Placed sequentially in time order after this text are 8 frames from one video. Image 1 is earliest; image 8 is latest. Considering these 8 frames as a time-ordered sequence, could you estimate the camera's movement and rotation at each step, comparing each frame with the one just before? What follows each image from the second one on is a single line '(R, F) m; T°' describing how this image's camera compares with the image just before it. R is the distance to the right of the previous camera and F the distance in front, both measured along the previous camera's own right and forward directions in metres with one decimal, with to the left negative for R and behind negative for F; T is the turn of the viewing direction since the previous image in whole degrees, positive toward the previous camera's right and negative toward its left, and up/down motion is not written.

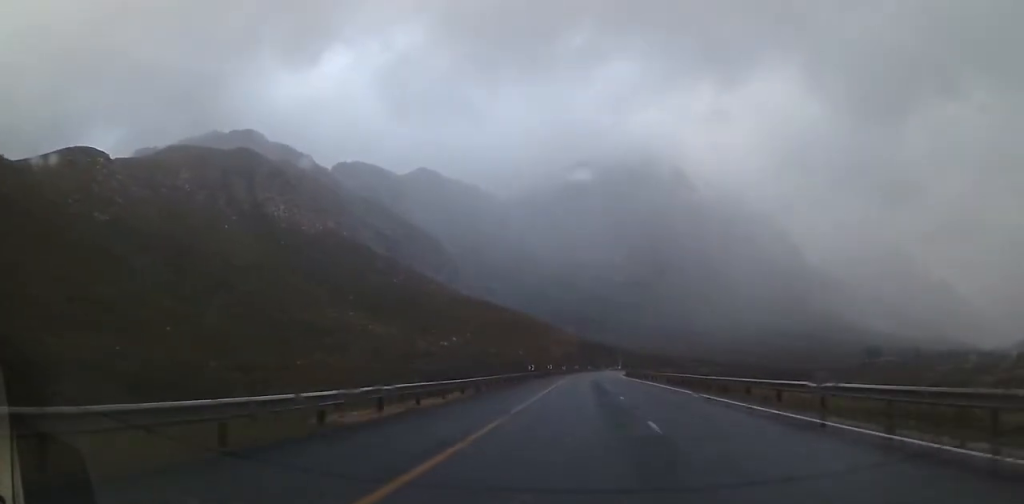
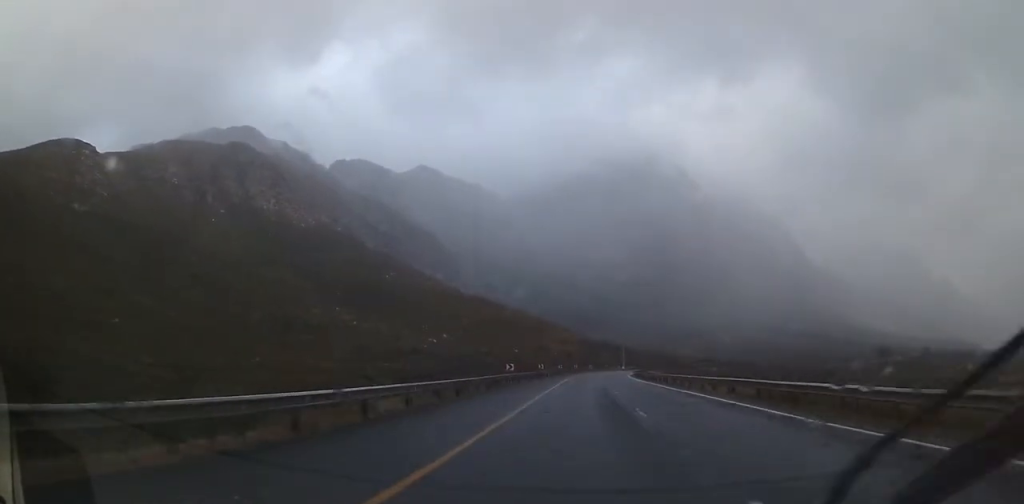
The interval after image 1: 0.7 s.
(+1.1, +19.8) m; +4°
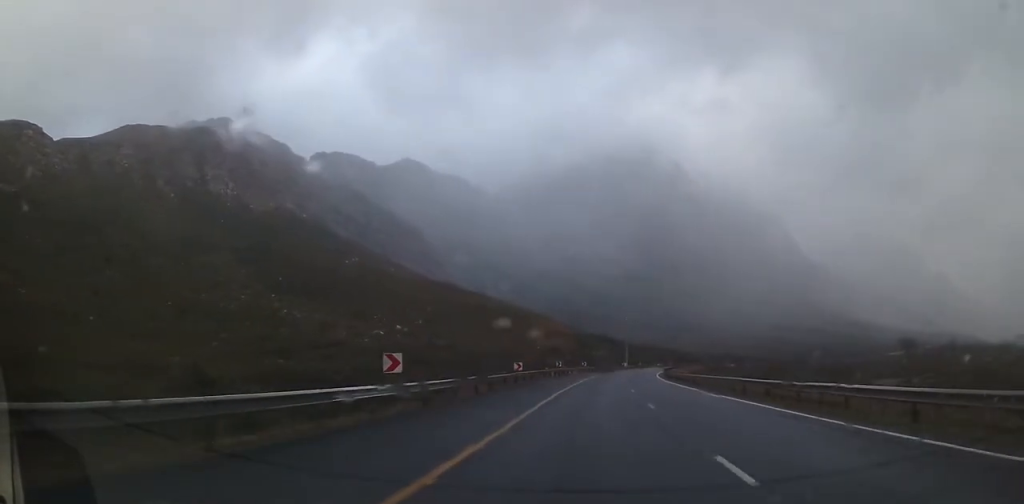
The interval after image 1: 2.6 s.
(+3.6, +55.4) m; +4°
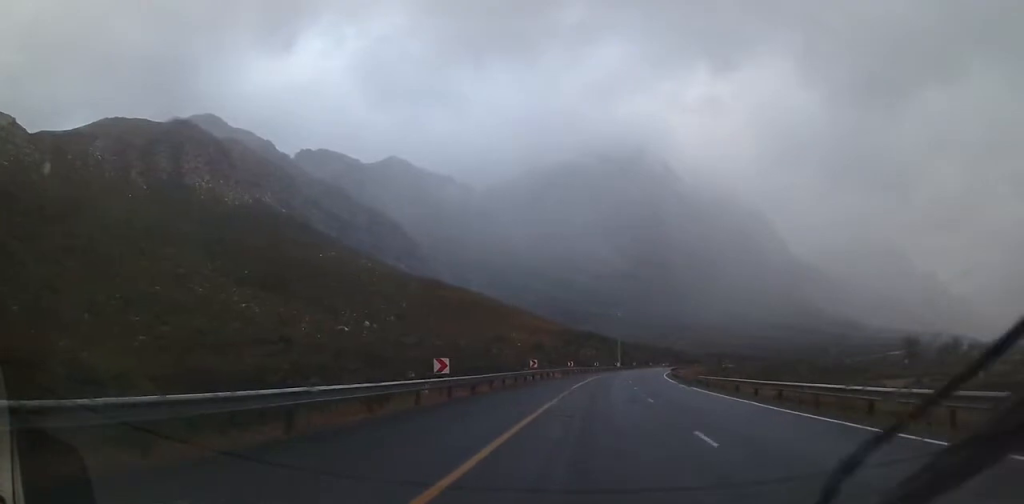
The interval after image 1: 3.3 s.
(0.0, +20.3) m; 0°
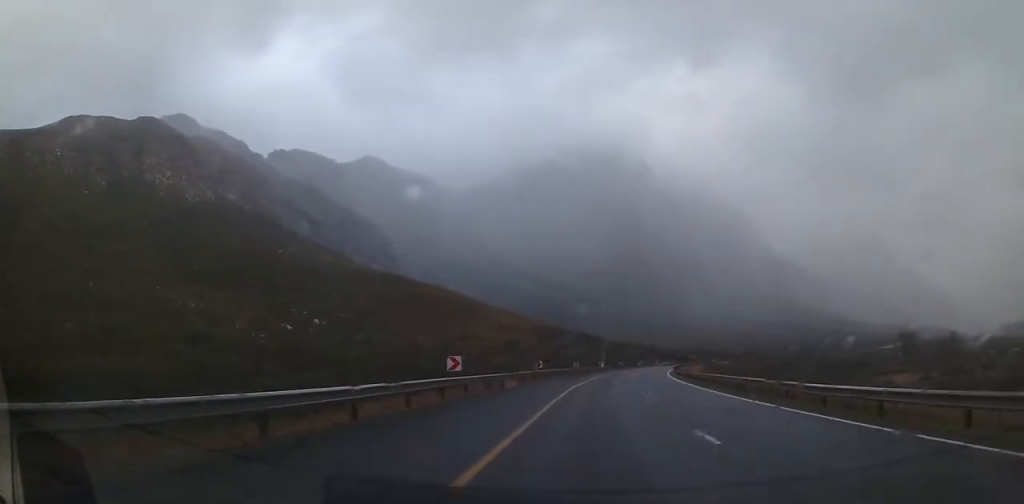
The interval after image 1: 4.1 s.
(0.0, +23.3) m; 0°
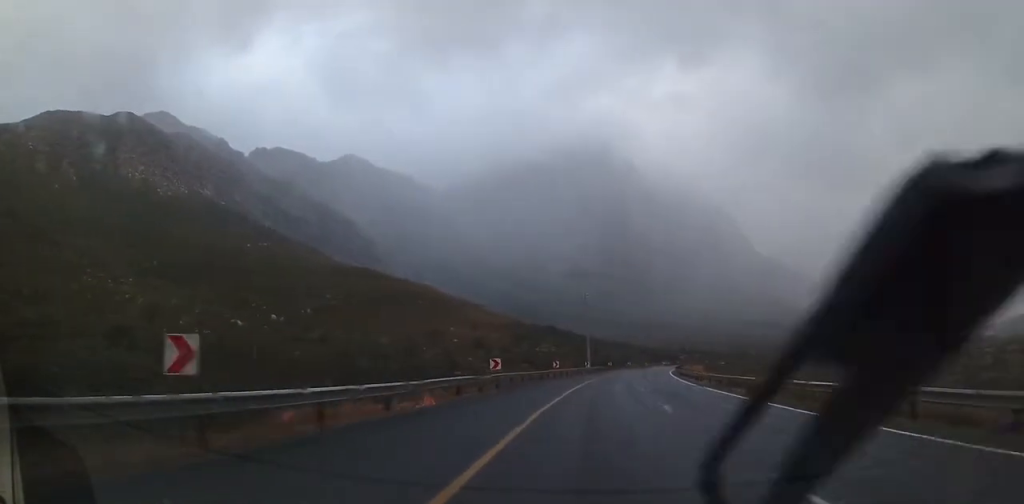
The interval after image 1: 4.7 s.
(0.0, +16.6) m; 0°
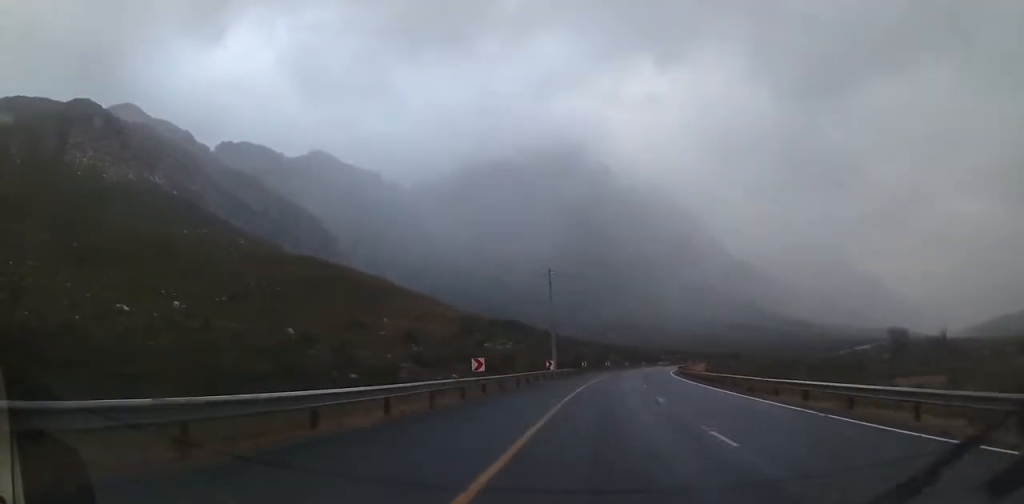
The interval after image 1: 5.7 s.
(0.0, +30.3) m; 0°
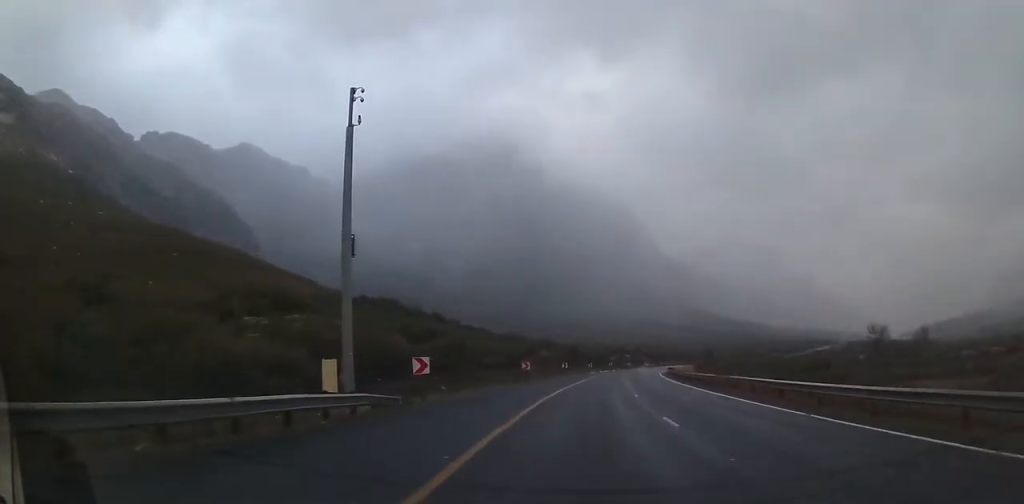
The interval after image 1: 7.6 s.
(0.0, +55.7) m; 0°
